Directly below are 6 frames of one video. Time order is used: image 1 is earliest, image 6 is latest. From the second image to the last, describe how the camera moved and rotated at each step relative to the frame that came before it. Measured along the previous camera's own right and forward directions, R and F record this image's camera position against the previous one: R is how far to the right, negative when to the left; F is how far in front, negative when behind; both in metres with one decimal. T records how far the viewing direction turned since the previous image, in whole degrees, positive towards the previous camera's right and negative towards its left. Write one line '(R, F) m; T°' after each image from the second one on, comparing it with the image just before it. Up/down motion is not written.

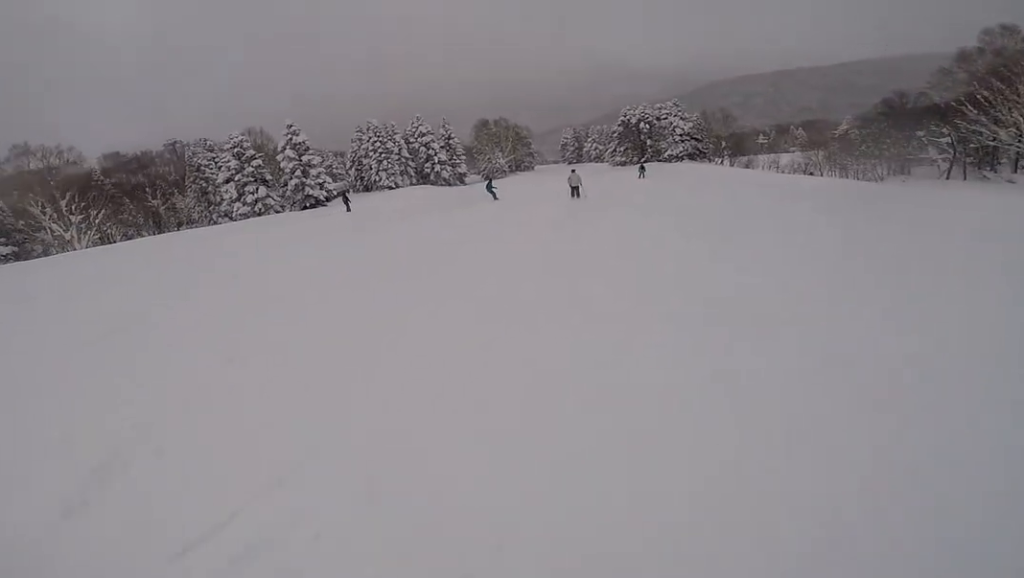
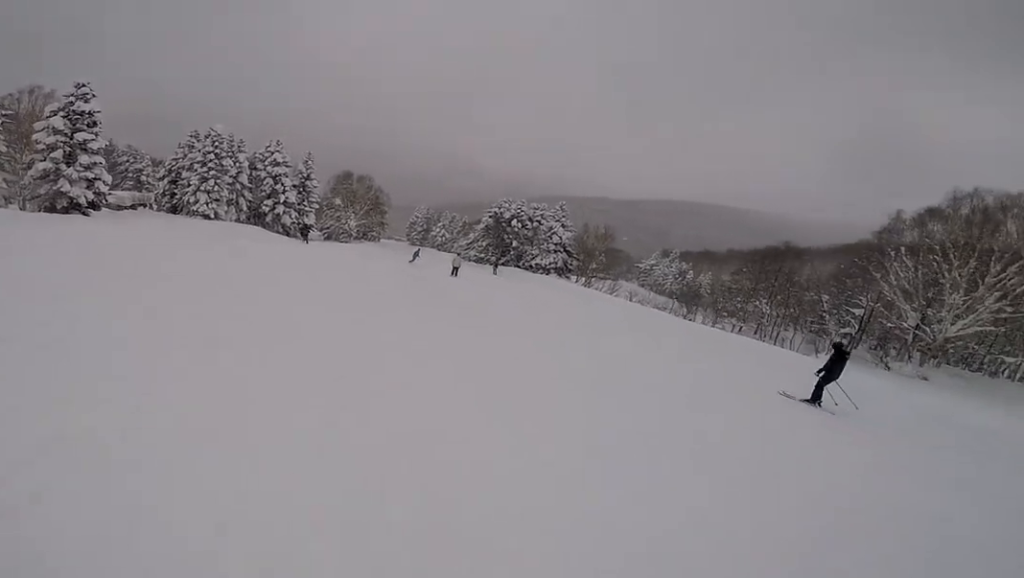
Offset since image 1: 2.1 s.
(+3.0, +14.8) m; +22°
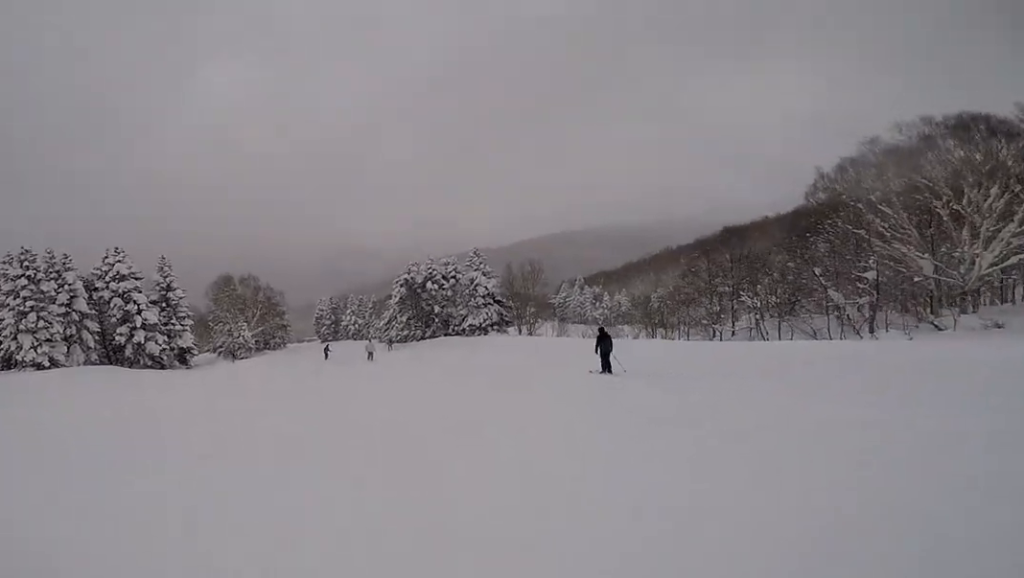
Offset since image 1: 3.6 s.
(-0.7, +11.1) m; +2°
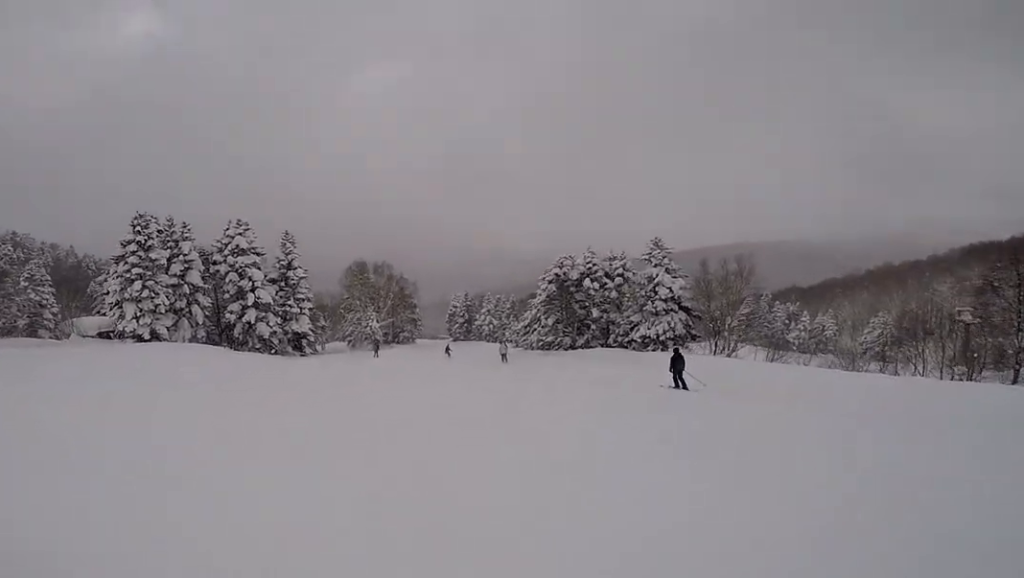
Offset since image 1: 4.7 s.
(+0.5, +9.1) m; -3°
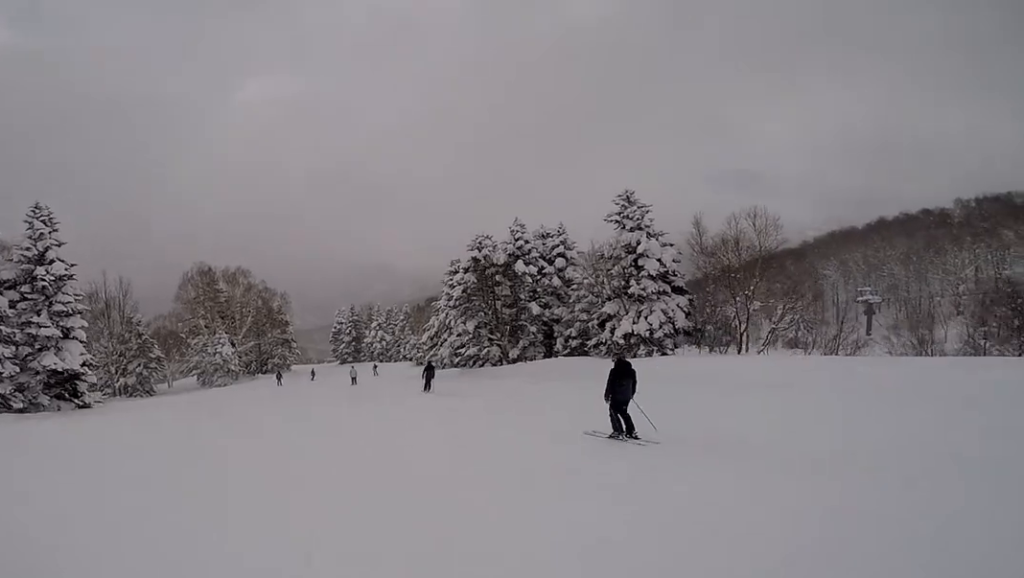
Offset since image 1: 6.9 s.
(-0.2, +17.4) m; -3°
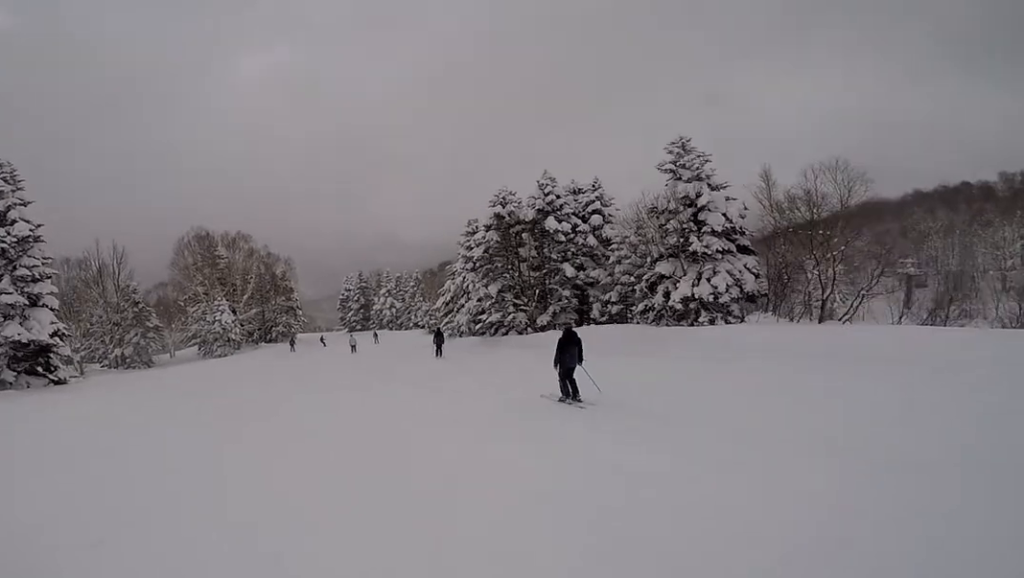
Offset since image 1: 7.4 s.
(0.0, +3.8) m; -3°
